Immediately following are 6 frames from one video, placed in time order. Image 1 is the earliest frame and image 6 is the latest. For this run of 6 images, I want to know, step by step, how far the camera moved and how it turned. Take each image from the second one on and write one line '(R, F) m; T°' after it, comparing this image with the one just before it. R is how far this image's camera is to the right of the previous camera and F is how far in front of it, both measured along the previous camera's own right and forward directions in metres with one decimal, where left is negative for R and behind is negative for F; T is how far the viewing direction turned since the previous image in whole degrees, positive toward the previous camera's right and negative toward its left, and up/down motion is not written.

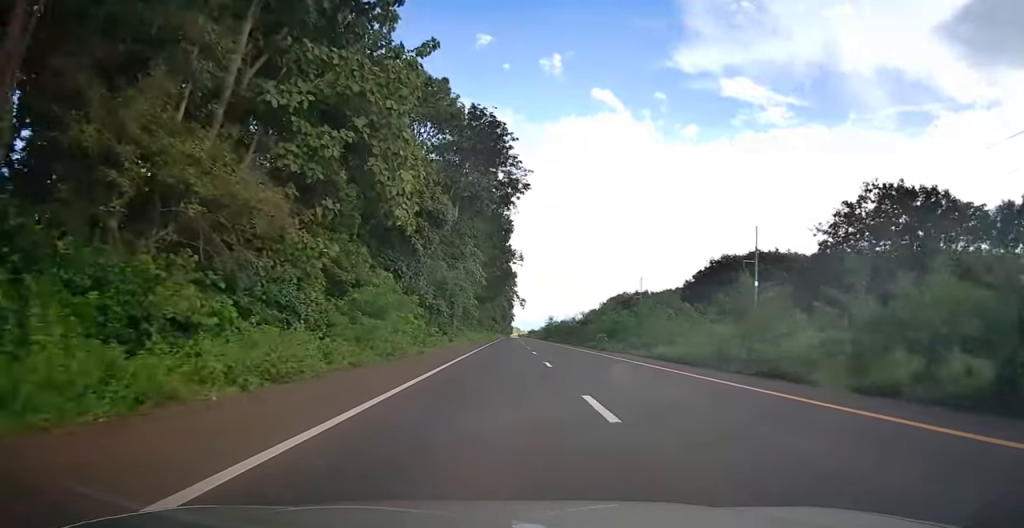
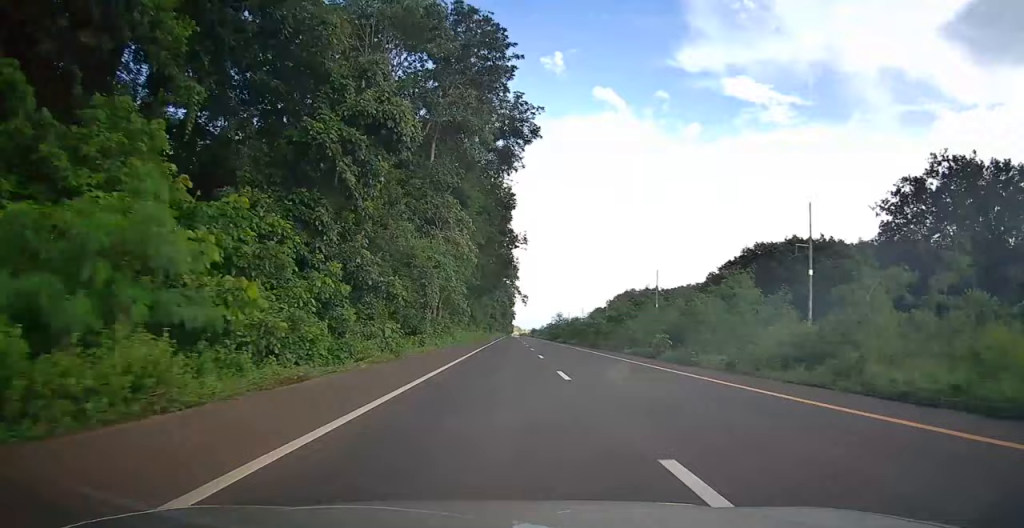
(+0.1, +17.1) m; 0°
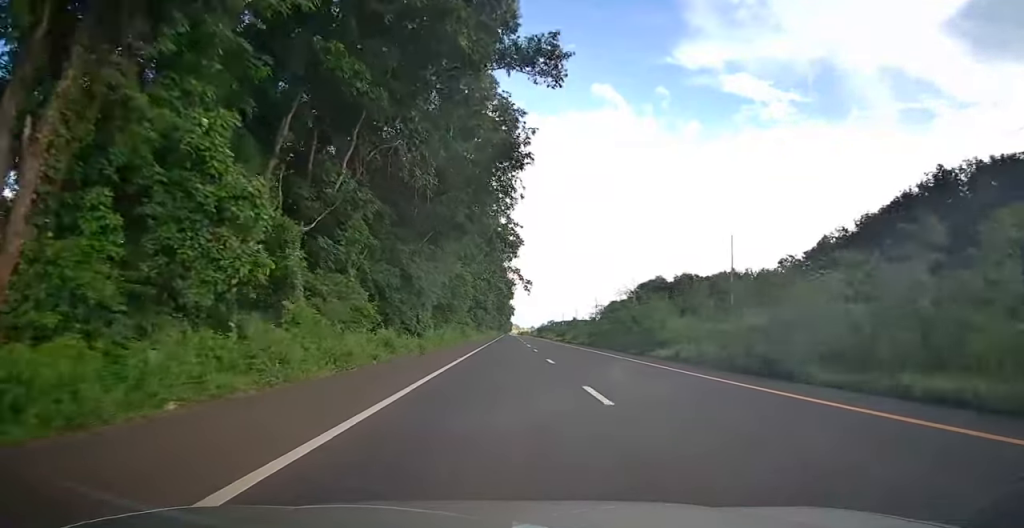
(0.0, +53.1) m; +1°
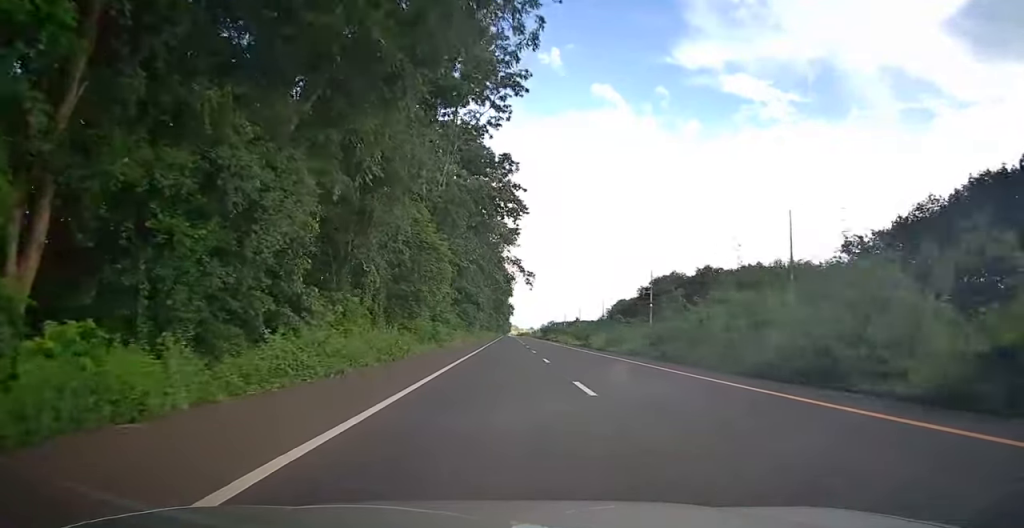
(+0.1, +22.1) m; 0°
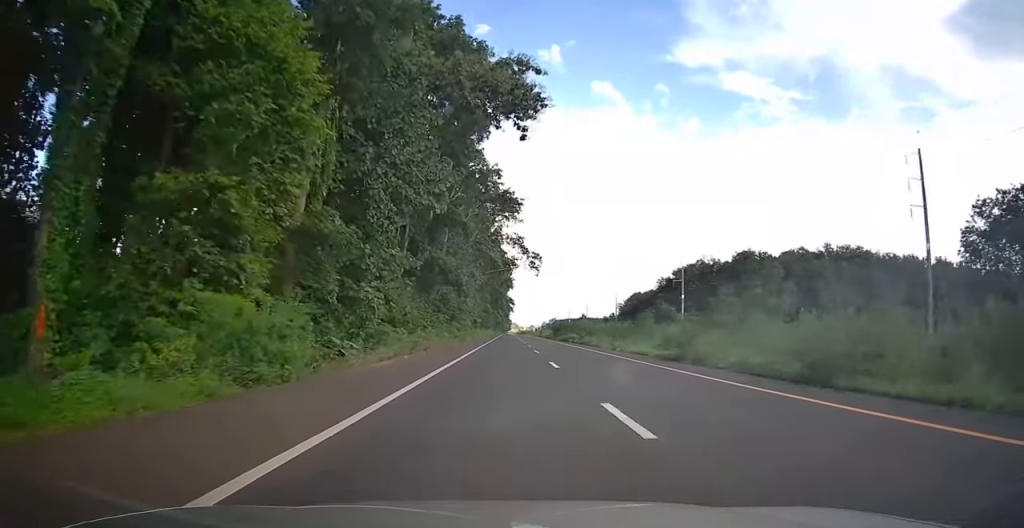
(-0.2, +28.3) m; 0°
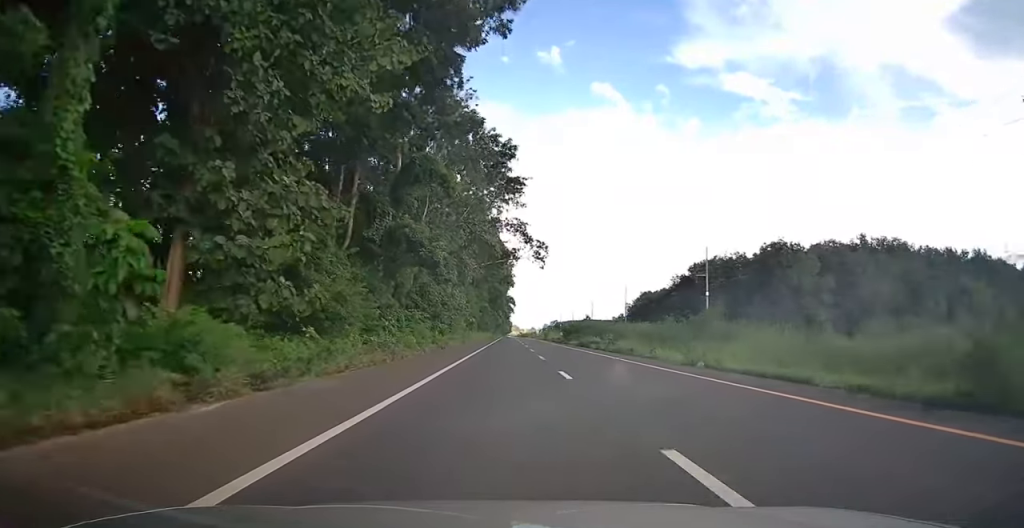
(0.0, +15.7) m; 0°
